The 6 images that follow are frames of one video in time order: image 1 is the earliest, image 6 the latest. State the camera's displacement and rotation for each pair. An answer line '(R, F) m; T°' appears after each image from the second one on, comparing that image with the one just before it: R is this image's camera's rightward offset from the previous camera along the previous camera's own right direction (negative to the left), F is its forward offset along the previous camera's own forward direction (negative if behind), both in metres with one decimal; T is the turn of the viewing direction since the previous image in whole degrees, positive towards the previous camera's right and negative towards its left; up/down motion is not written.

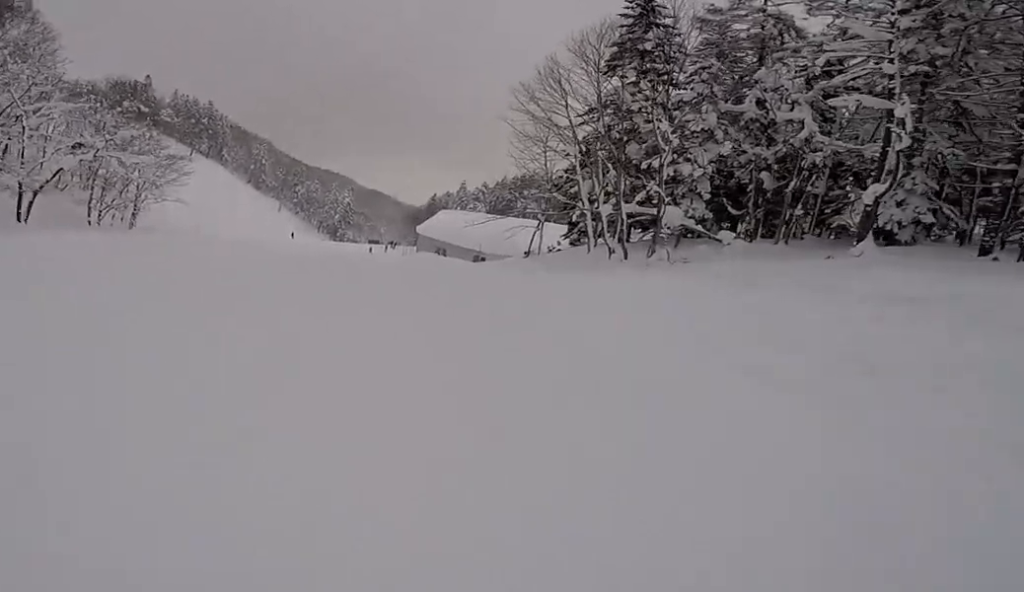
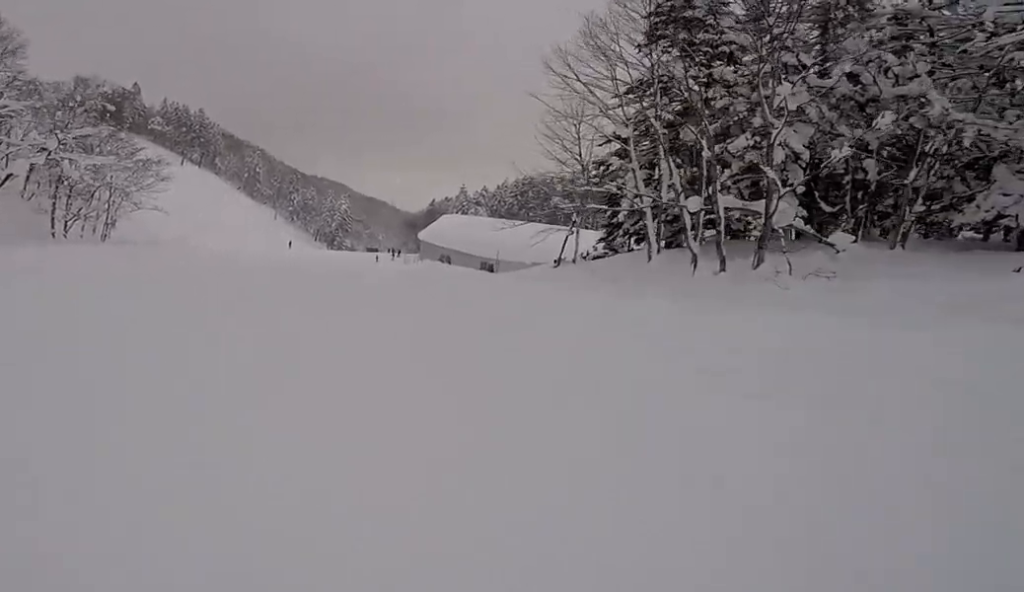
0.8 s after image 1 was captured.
(+0.3, +6.1) m; -3°
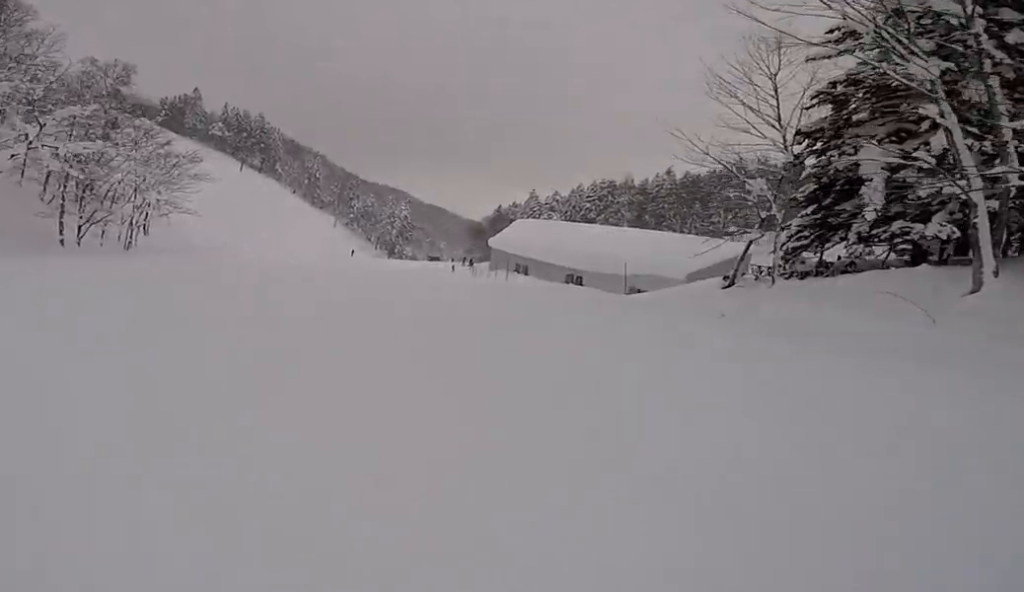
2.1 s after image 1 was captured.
(-1.0, +10.0) m; -8°
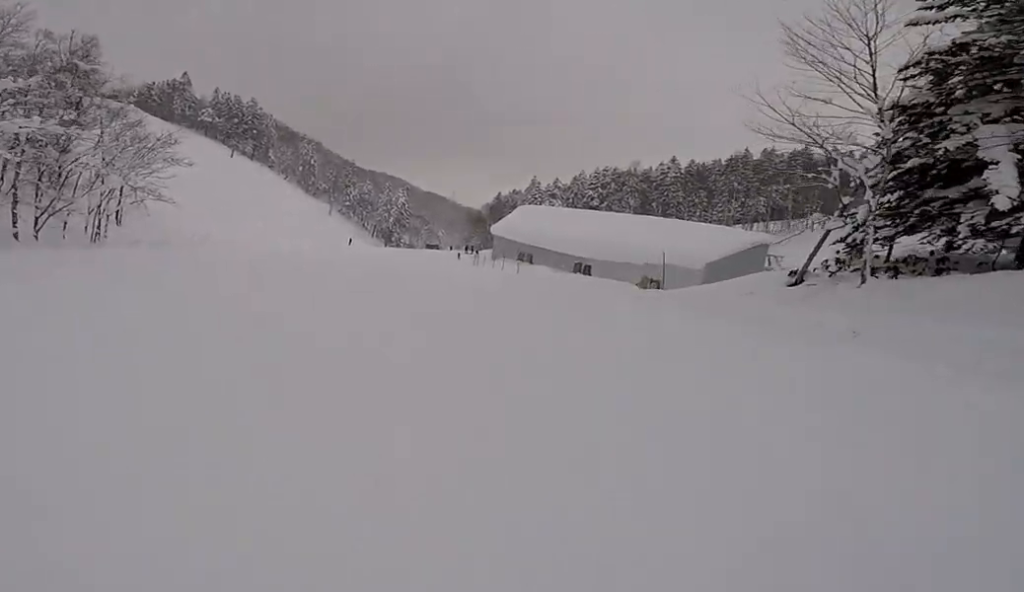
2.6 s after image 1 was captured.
(+0.1, +4.0) m; +3°
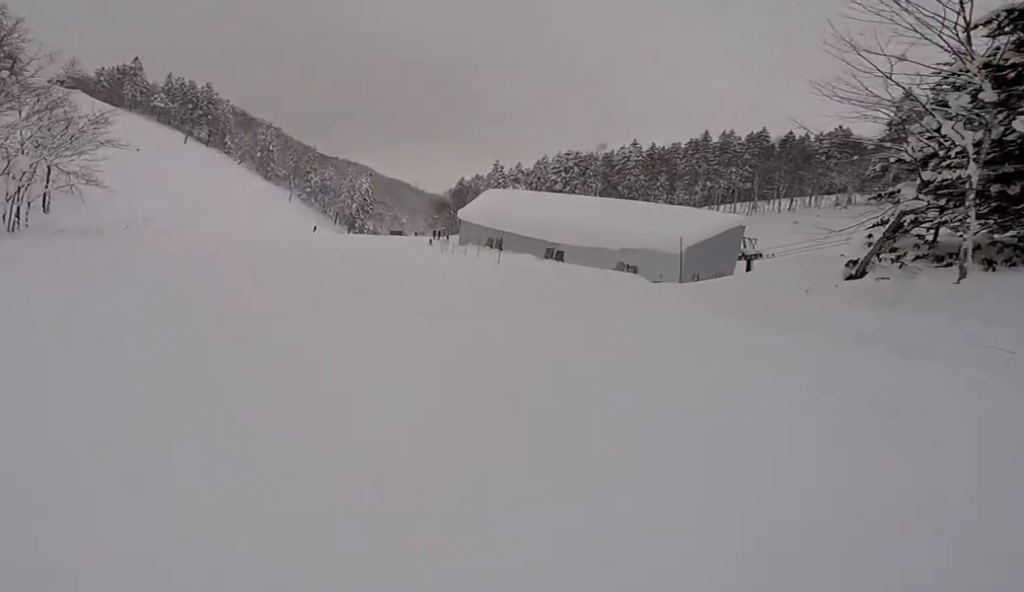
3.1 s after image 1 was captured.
(0.0, +4.2) m; +5°
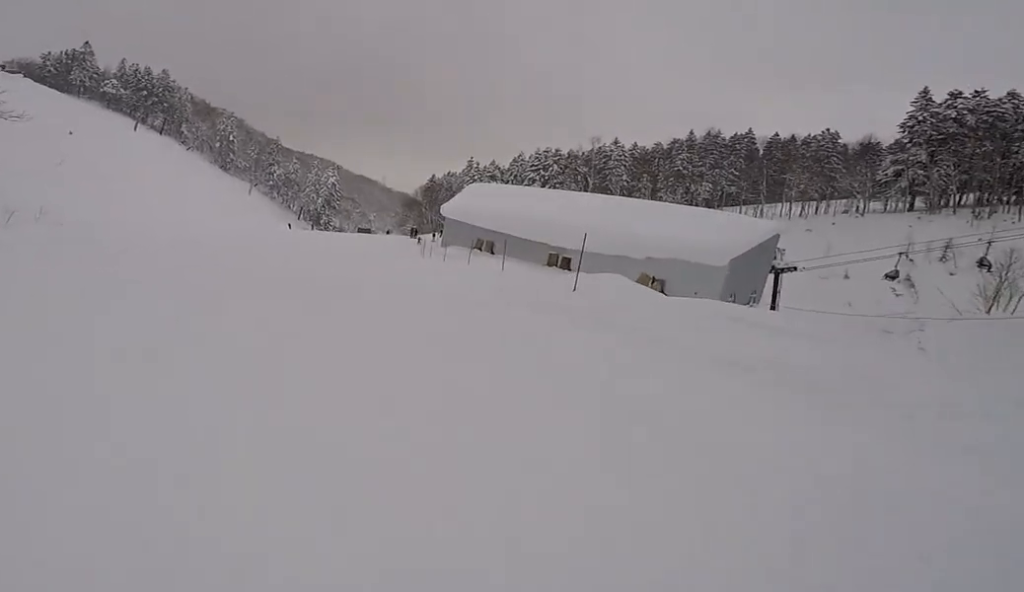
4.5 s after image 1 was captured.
(+0.5, +11.0) m; -2°
